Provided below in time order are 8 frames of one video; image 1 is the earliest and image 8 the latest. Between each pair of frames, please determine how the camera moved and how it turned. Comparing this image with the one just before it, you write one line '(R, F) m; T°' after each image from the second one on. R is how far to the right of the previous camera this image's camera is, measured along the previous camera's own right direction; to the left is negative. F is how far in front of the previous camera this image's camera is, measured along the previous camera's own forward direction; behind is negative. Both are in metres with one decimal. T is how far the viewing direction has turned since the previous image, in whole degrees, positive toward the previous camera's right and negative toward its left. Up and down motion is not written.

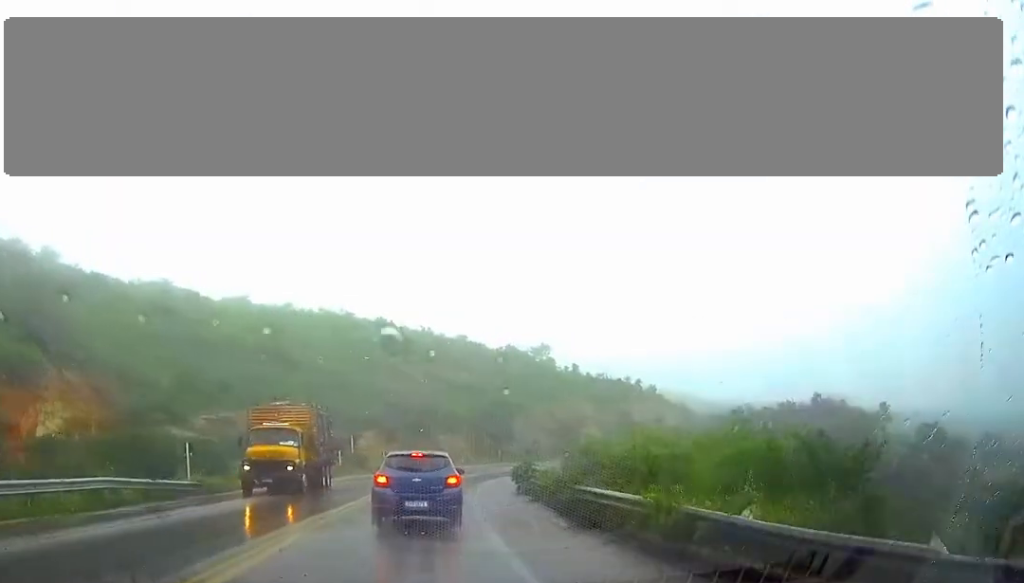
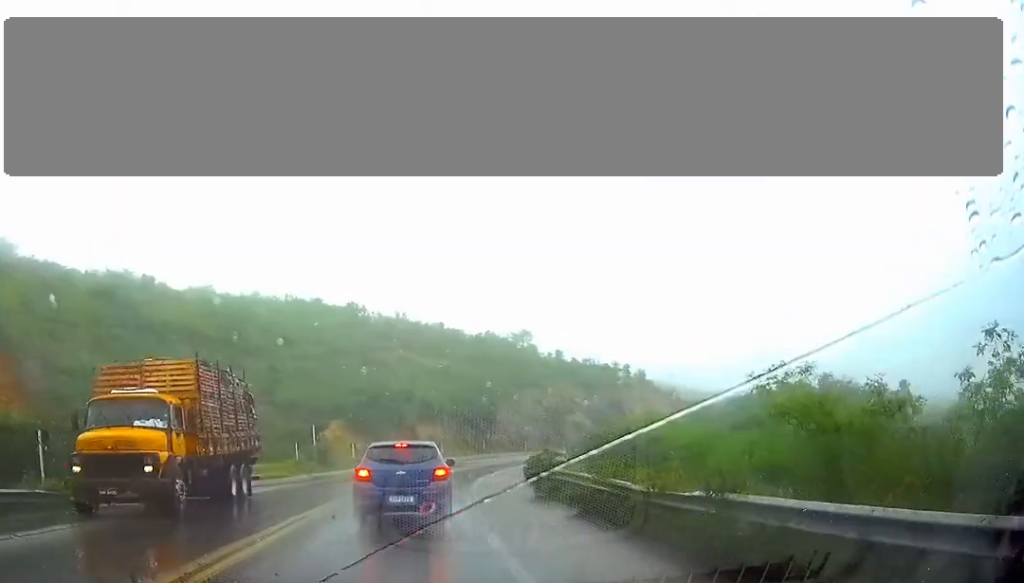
(+0.1, +11.4) m; +1°
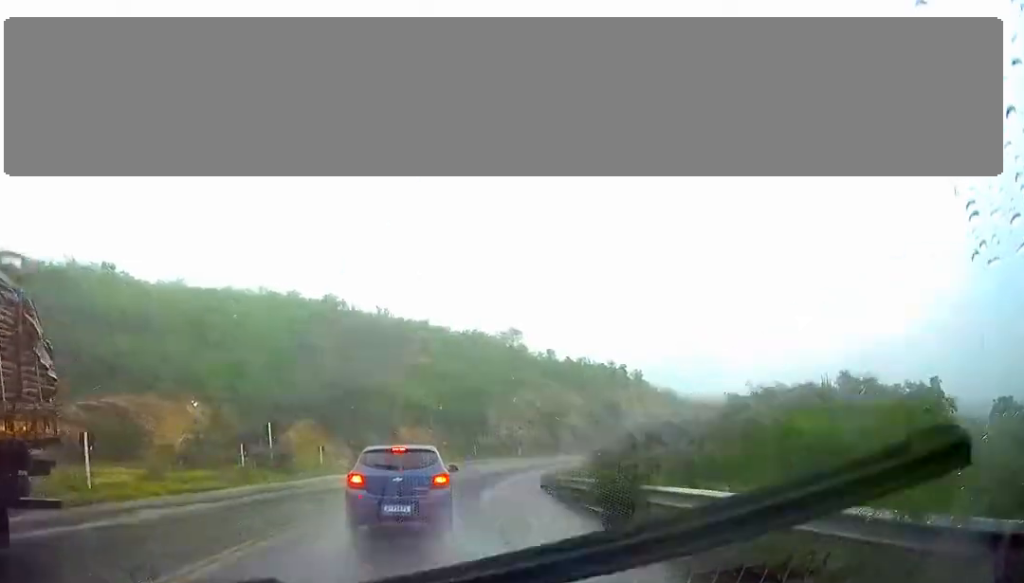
(+0.3, +11.6) m; +1°
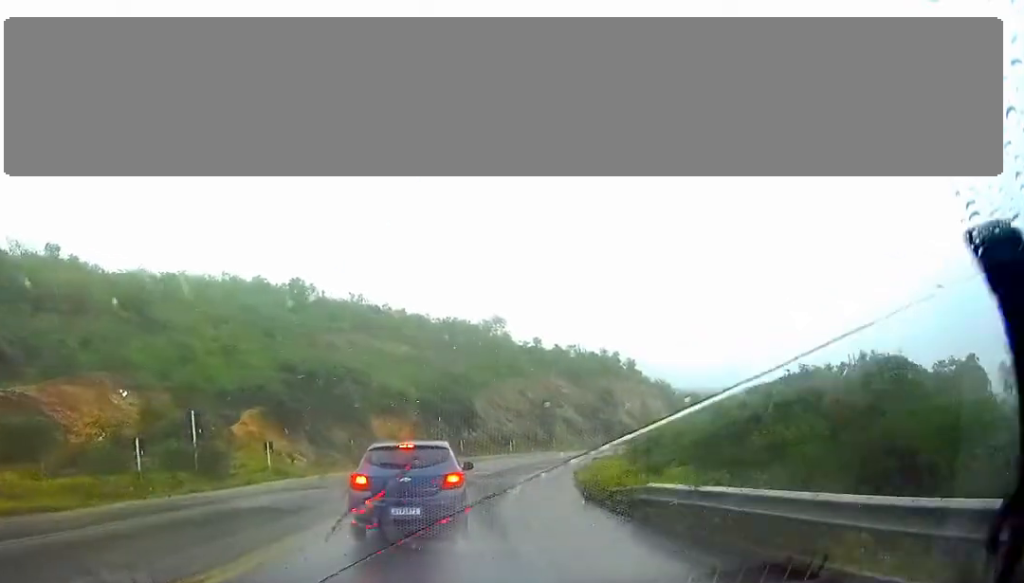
(0.0, +12.1) m; +1°
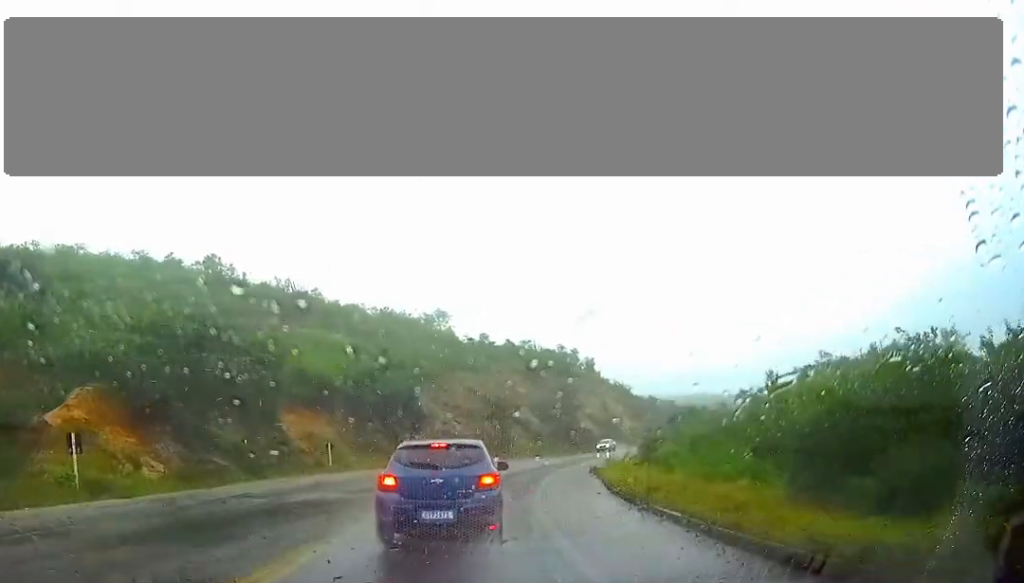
(+0.5, +17.8) m; +5°
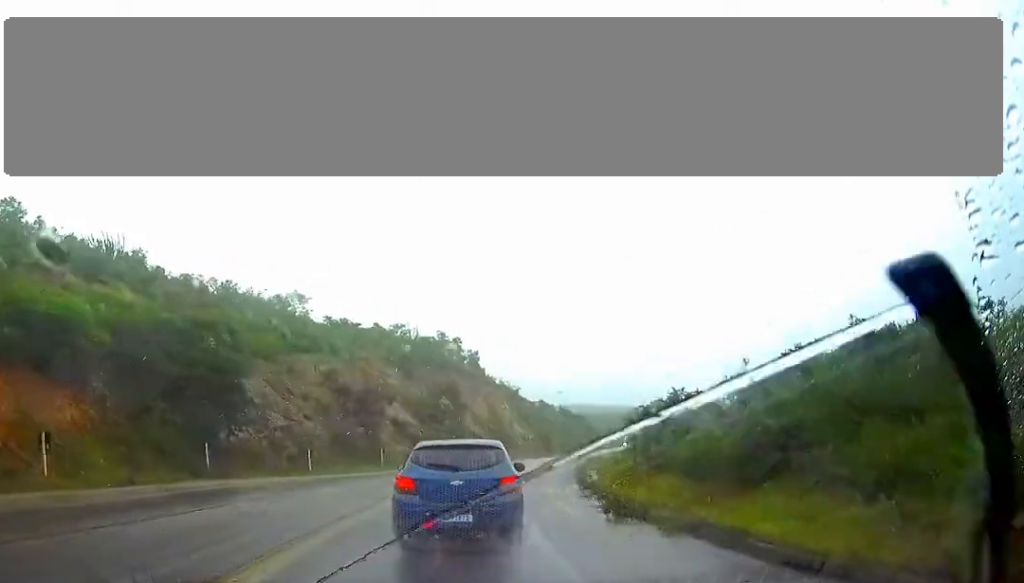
(+2.4, +25.8) m; +10°
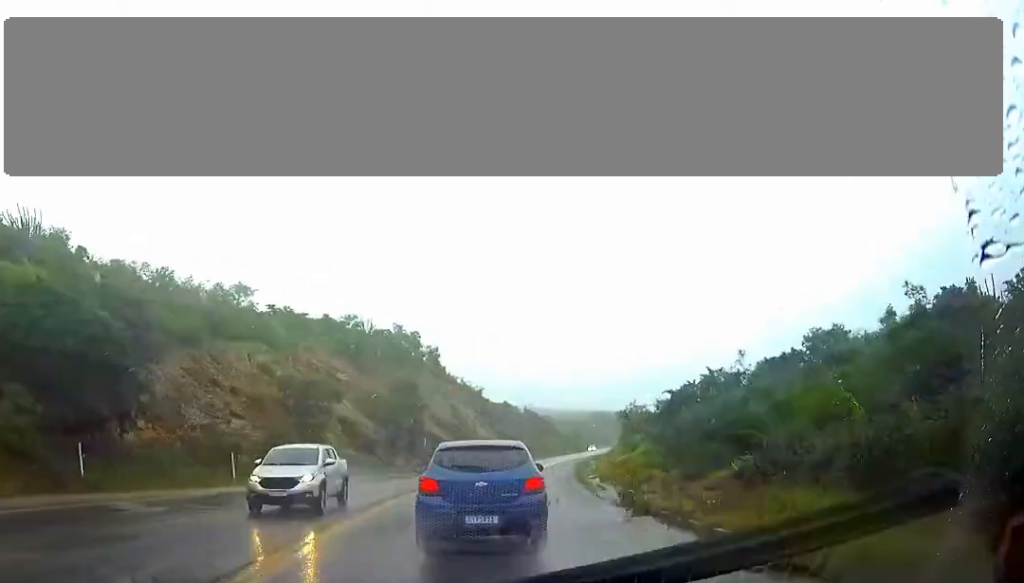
(+0.5, +11.2) m; +3°
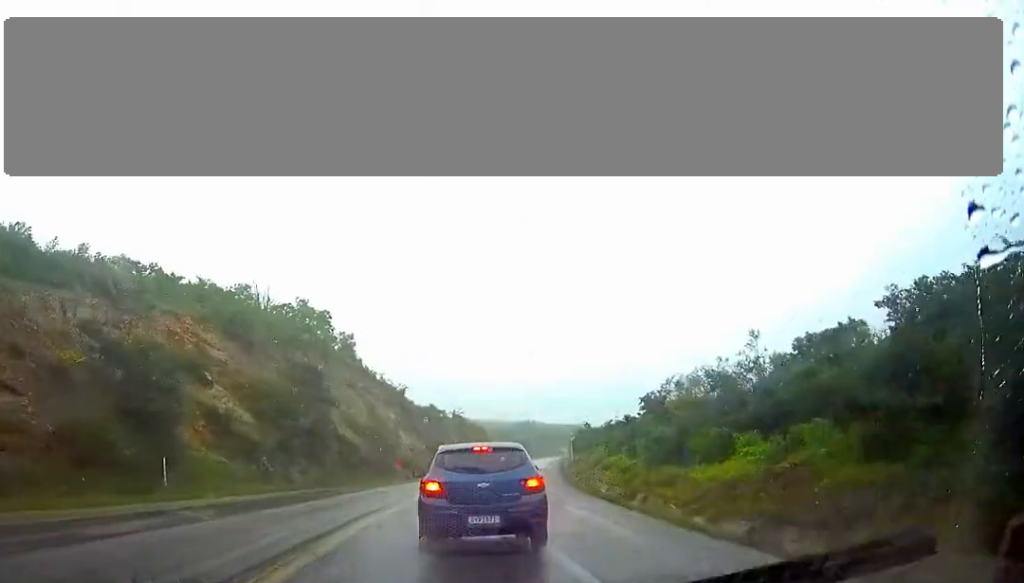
(+0.6, +22.4) m; +4°
